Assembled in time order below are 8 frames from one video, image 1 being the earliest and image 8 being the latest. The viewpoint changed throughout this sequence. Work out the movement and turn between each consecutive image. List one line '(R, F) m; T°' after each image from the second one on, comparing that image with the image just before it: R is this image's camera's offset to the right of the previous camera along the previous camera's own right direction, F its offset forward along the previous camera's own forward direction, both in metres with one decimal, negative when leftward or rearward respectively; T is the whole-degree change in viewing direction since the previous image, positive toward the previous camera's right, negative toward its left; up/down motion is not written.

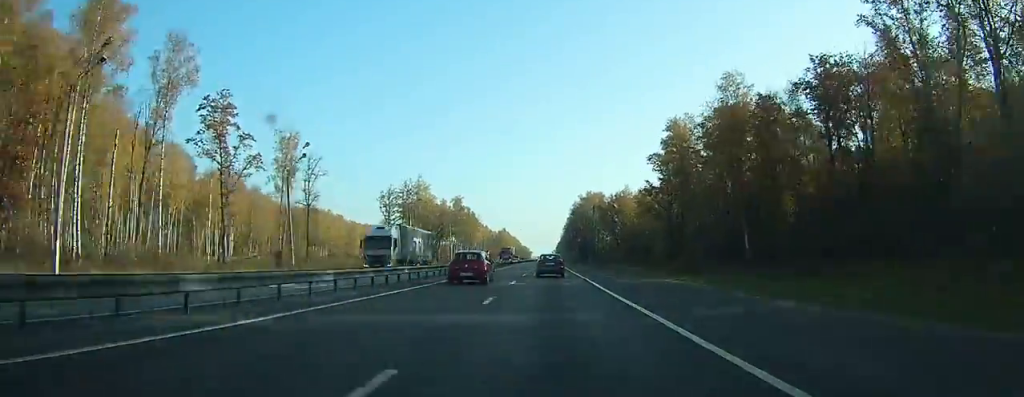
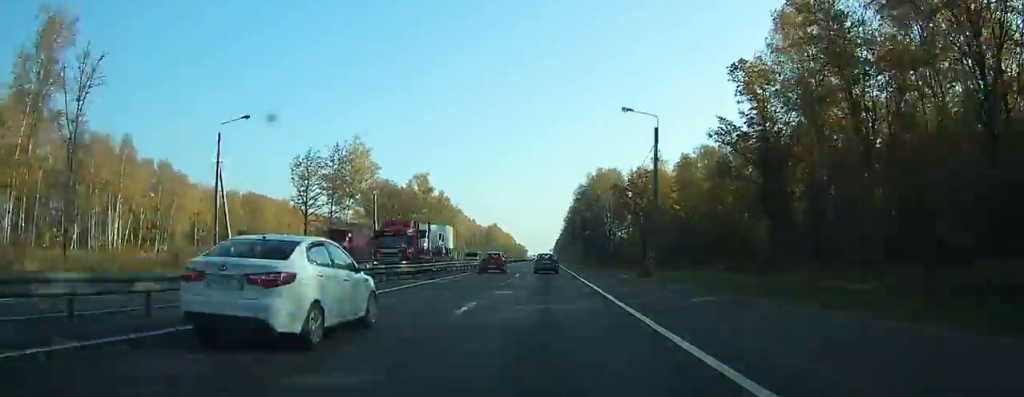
(+0.2, +49.2) m; 0°
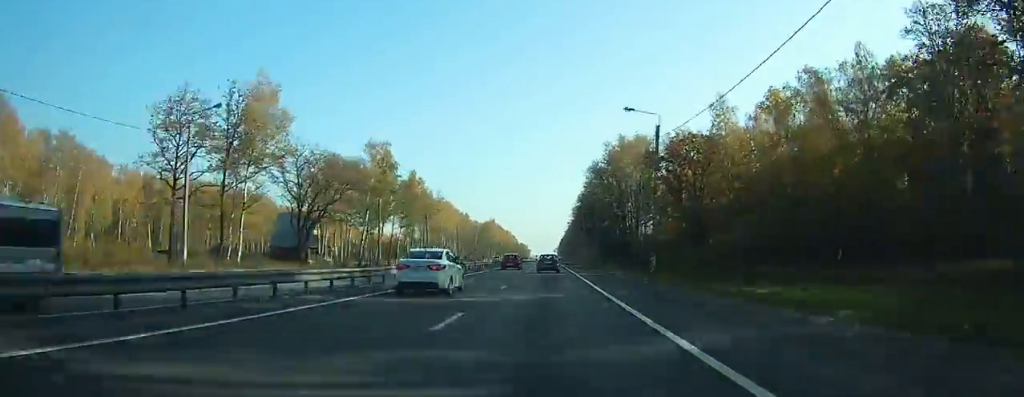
(-0.1, +40.3) m; 0°
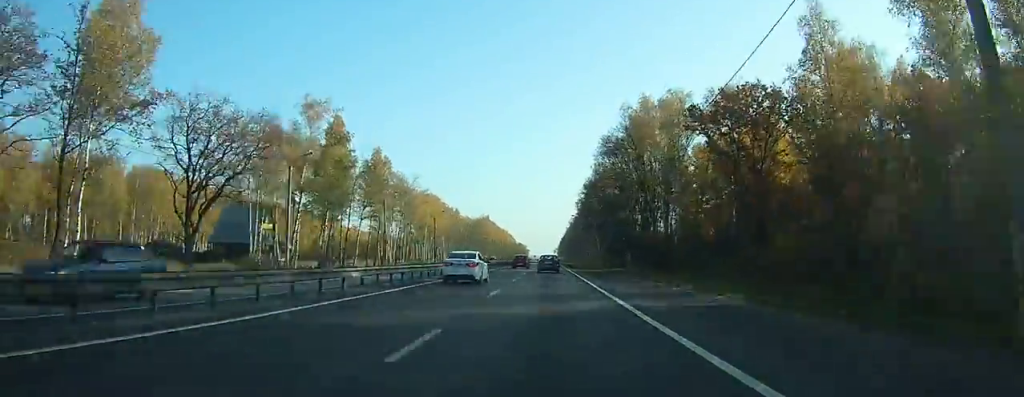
(0.0, +29.0) m; 0°
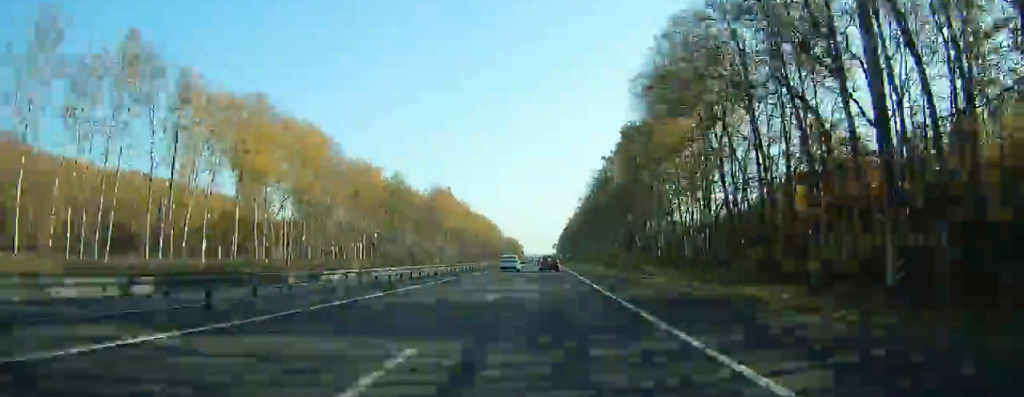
(+0.4, +120.3) m; +1°
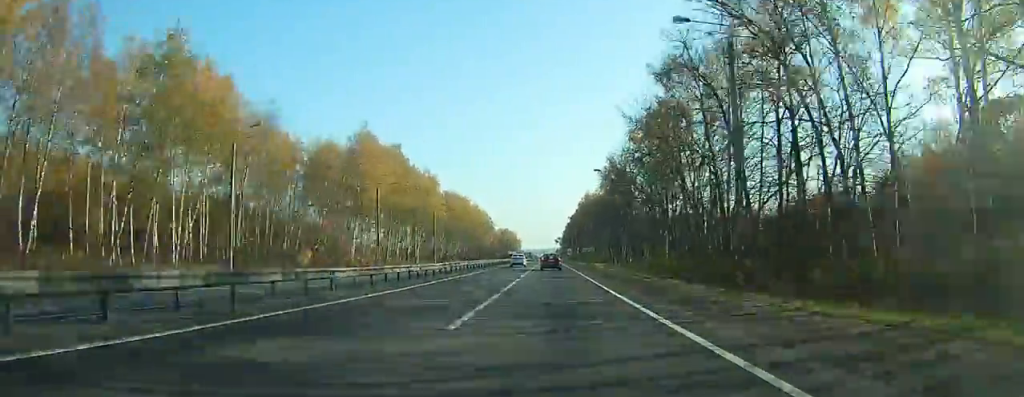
(+1.0, +64.4) m; +3°
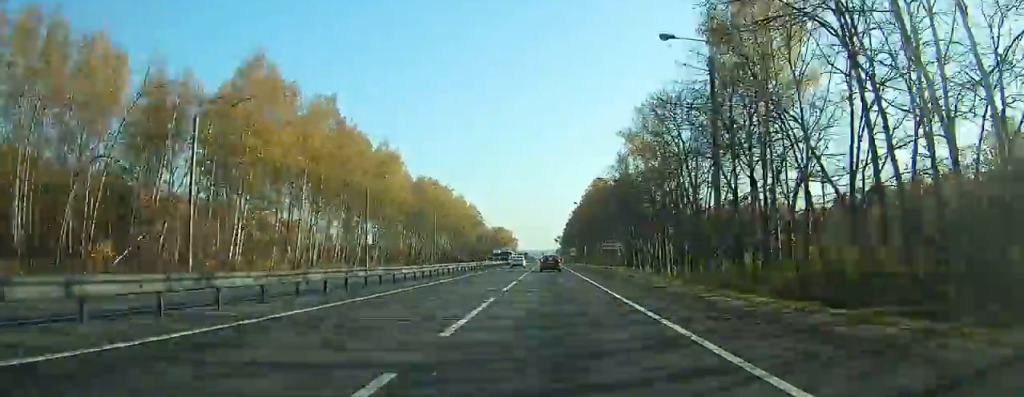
(+0.7, +35.3) m; +1°
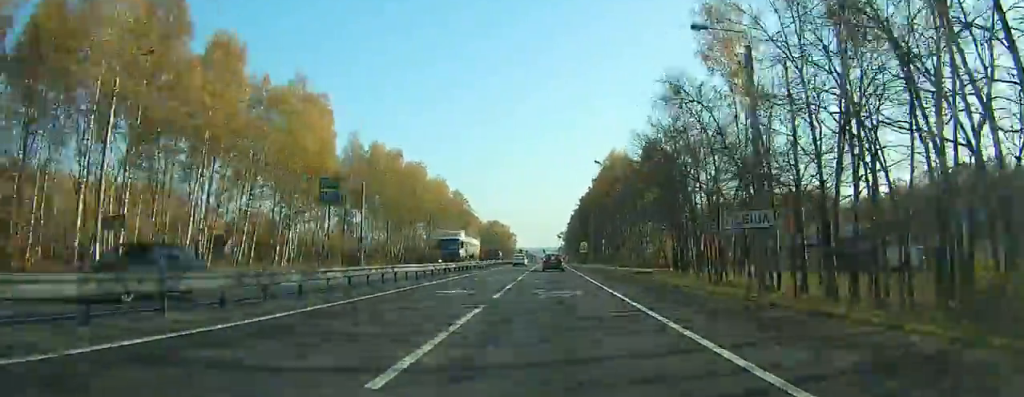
(+1.4, +39.9) m; -5°
